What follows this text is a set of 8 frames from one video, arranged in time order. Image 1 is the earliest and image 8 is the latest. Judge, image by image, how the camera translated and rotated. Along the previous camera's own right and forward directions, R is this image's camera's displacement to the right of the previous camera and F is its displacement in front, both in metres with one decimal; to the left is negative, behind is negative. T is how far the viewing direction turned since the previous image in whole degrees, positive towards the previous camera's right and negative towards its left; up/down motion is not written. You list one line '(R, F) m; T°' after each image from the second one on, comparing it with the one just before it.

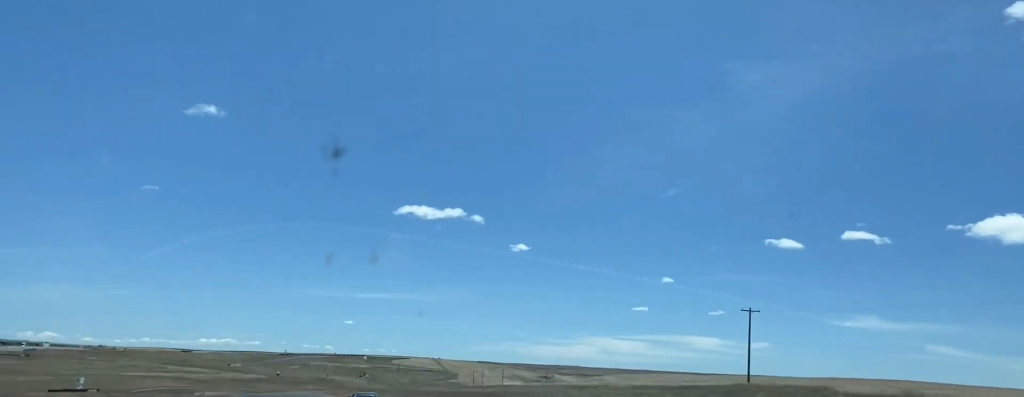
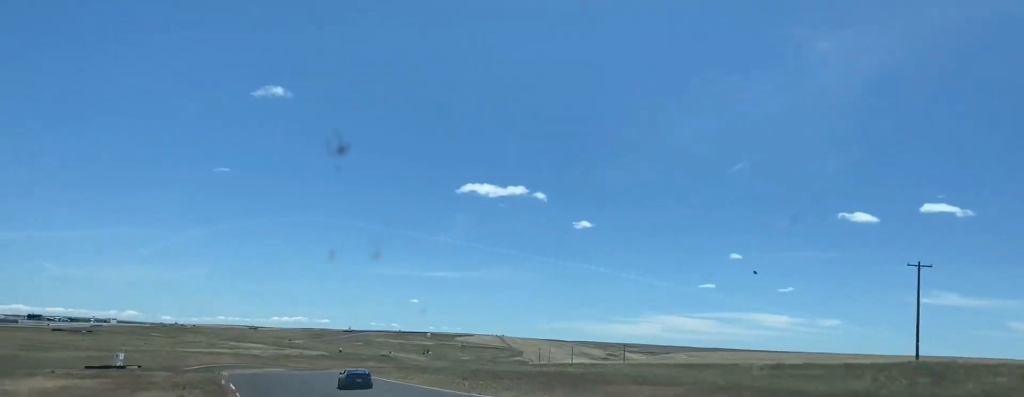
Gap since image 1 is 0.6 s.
(-0.7, +24.0) m; -5°
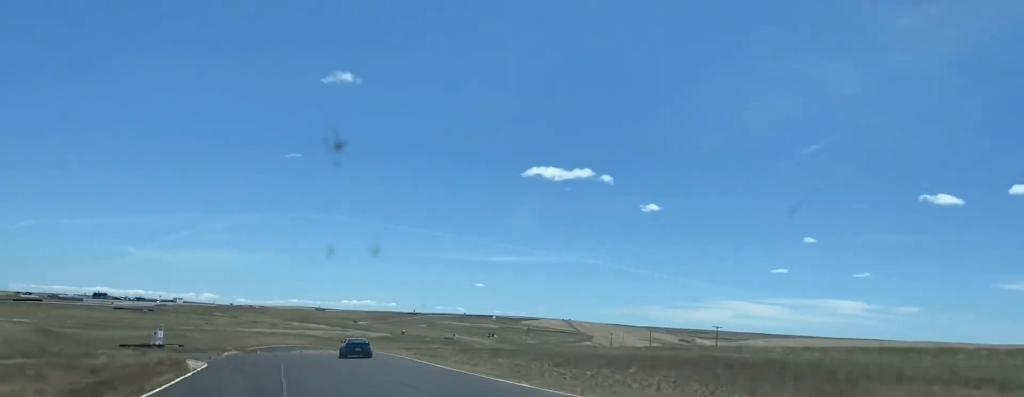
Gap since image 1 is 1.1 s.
(-1.3, +23.5) m; -4°
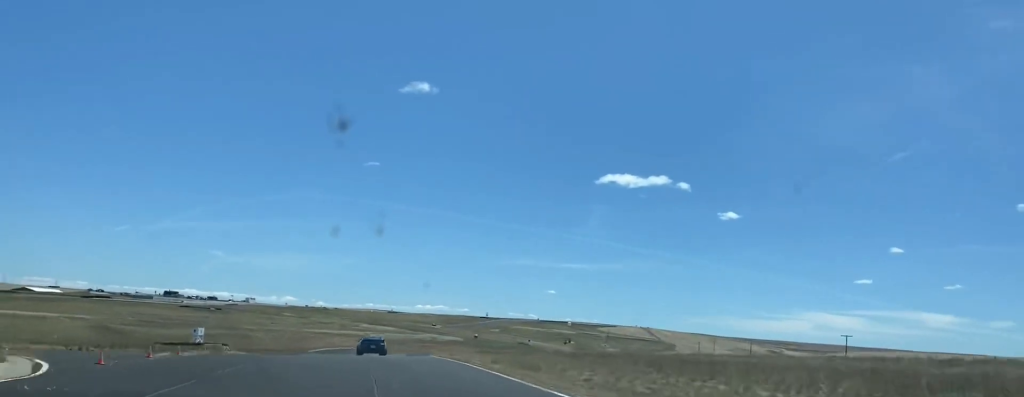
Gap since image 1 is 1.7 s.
(-0.4, +26.8) m; -4°
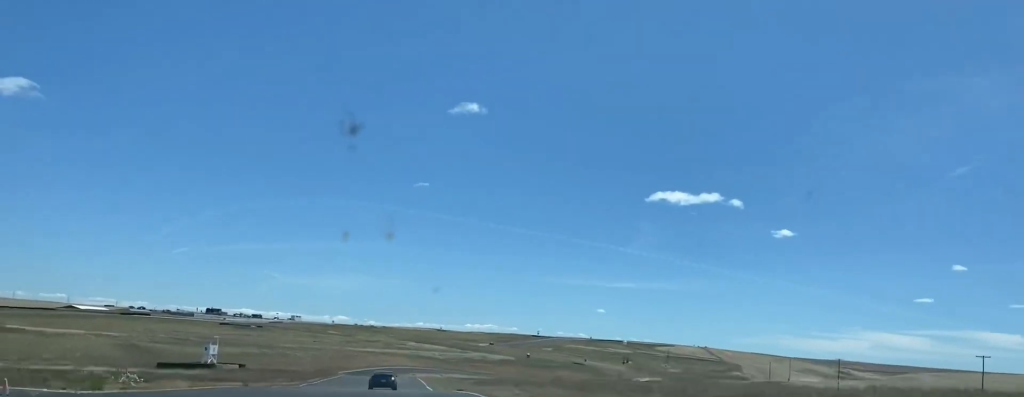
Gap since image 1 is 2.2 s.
(-1.3, +23.3) m; -3°
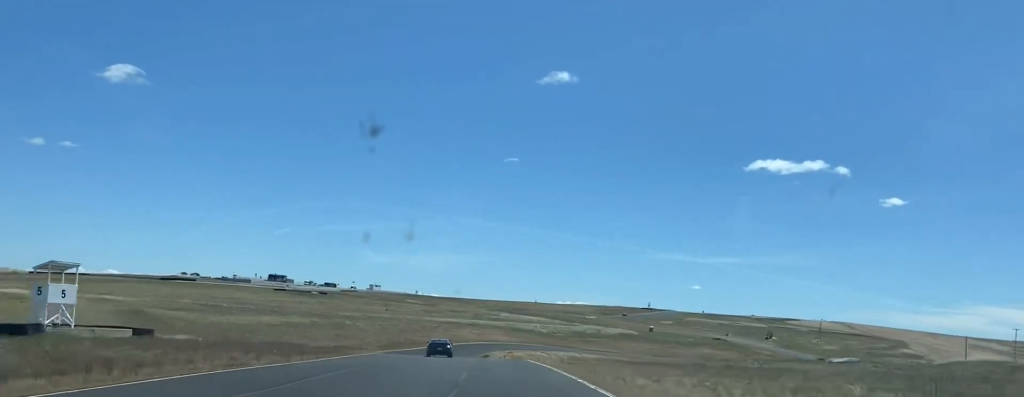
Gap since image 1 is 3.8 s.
(-4.8, +74.9) m; -6°
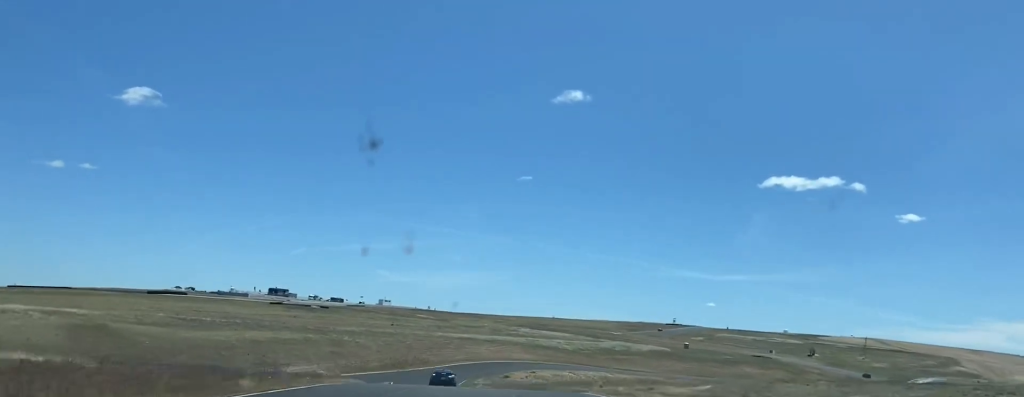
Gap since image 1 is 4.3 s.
(-0.5, +27.4) m; -1°
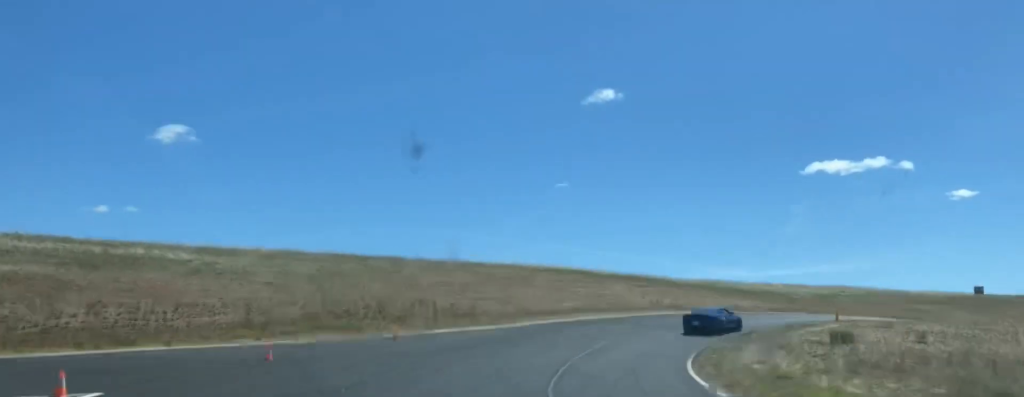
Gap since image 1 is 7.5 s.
(-4.3, +132.7) m; +1°
